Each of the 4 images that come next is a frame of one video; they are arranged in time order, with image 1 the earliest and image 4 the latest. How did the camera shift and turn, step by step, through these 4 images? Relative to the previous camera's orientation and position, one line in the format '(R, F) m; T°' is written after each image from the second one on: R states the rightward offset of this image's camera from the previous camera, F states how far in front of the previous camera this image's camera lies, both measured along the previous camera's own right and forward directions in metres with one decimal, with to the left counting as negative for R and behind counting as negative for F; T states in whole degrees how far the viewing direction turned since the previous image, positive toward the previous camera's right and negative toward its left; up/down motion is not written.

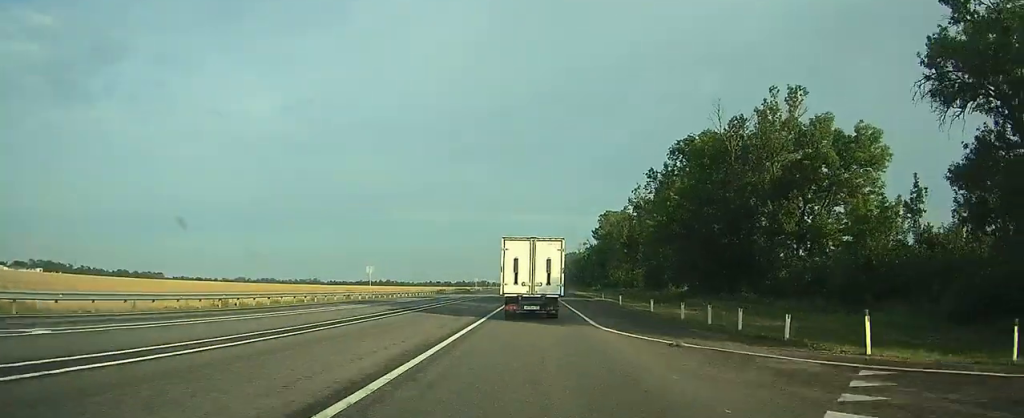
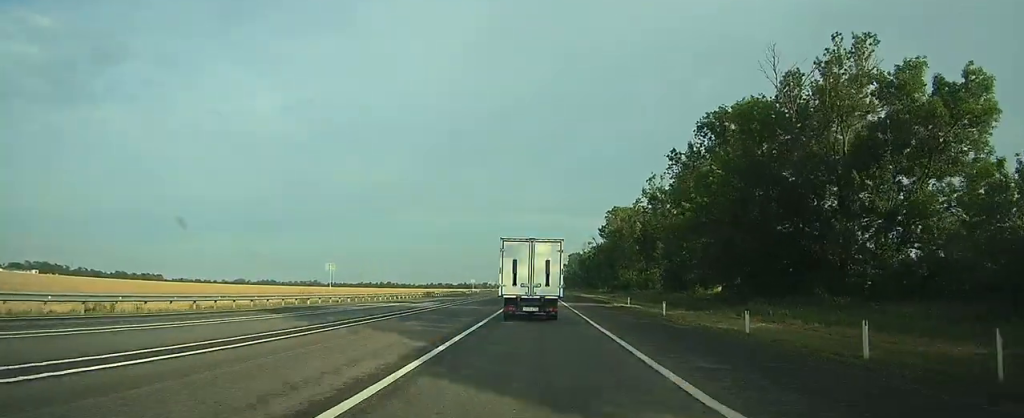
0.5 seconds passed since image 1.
(0.0, +12.9) m; 0°
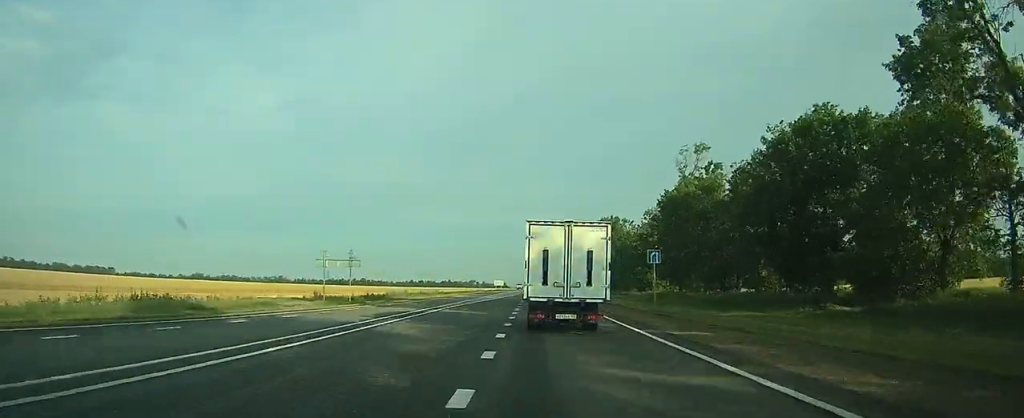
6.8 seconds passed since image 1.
(0.0, +150.3) m; 0°
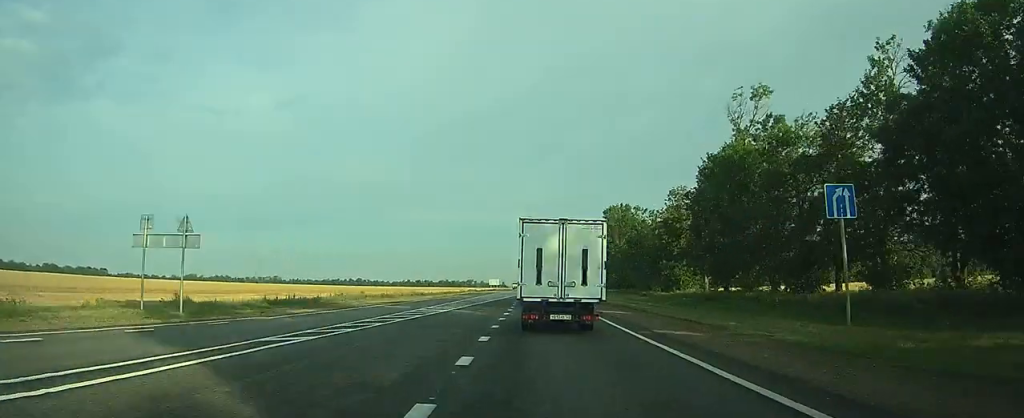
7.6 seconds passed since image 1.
(0.0, +20.8) m; 0°
